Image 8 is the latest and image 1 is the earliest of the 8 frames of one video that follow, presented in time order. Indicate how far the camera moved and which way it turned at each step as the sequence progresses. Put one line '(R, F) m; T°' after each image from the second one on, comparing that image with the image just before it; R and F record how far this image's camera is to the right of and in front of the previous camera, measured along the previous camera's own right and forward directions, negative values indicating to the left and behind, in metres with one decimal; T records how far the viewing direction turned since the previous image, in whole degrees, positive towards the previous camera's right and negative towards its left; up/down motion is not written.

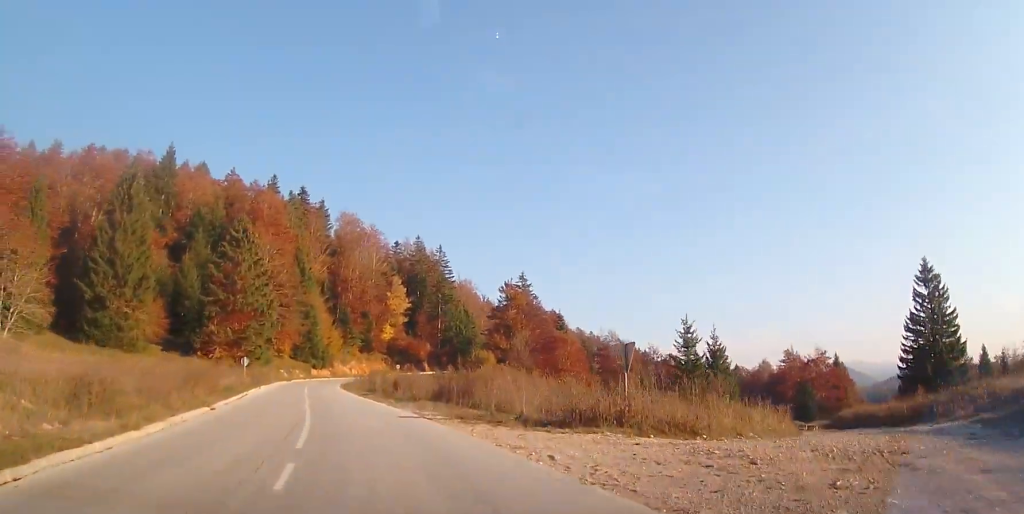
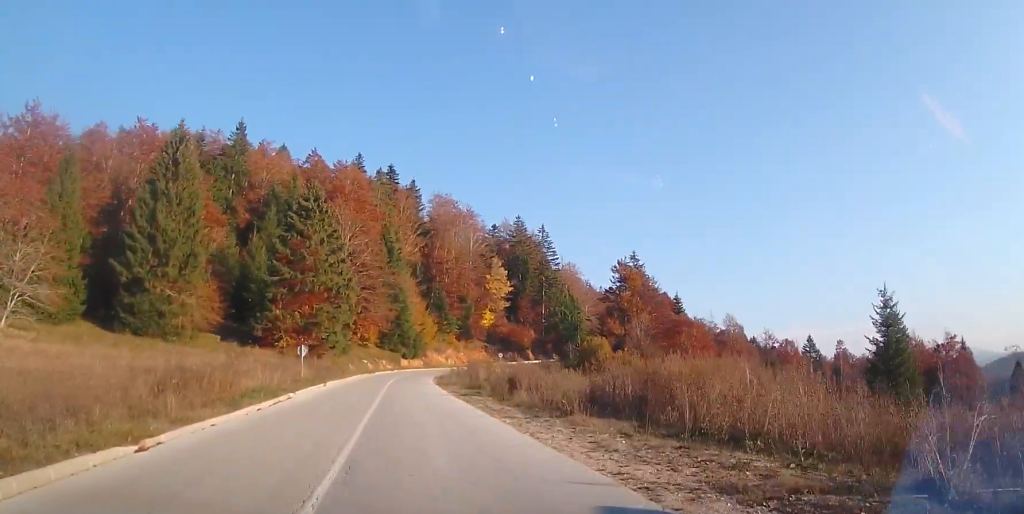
(0.0, +11.3) m; -2°
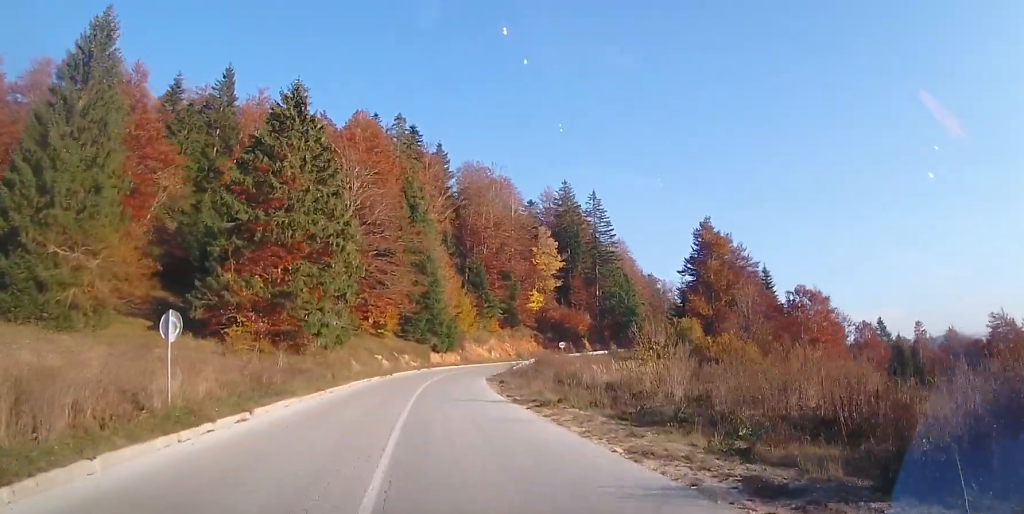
(-0.8, +22.3) m; 0°
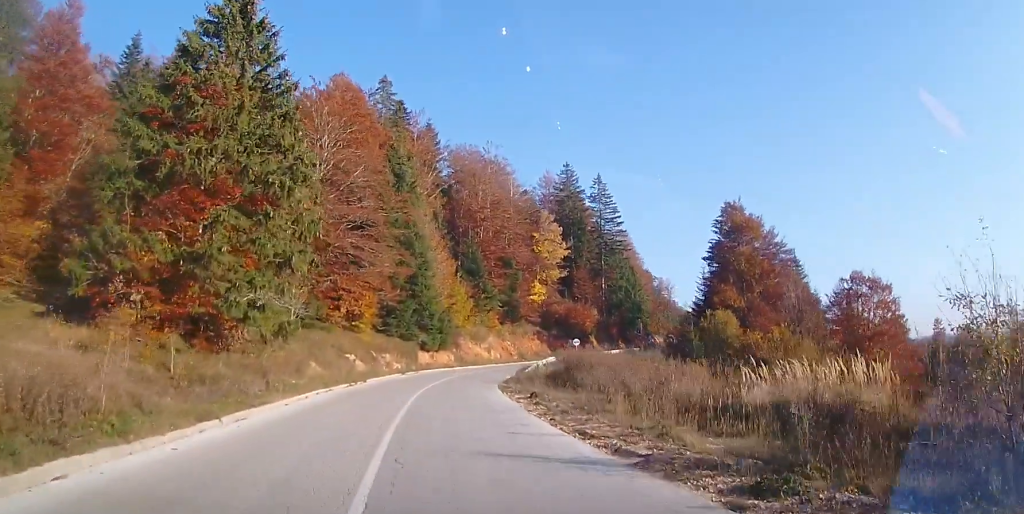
(+0.5, +11.9) m; +2°
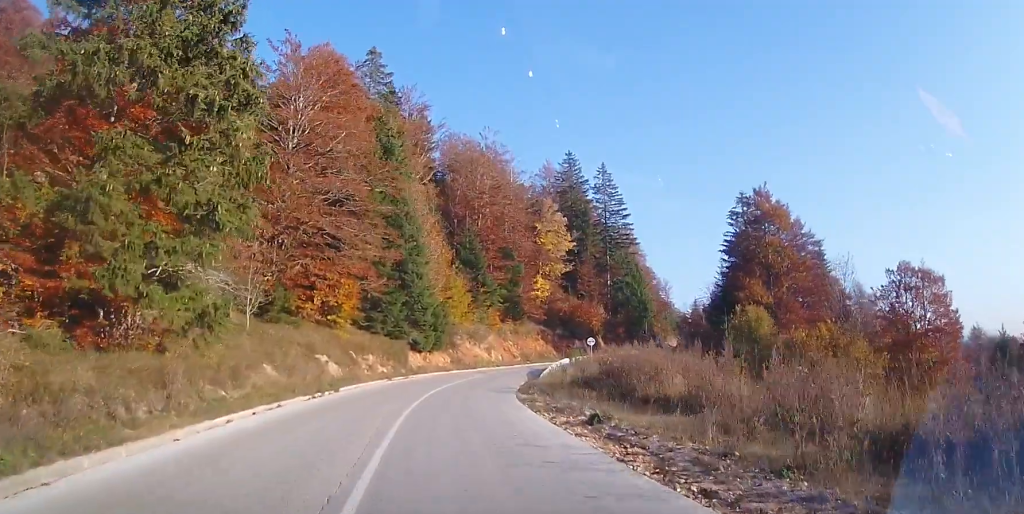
(+0.1, +7.9) m; -1°
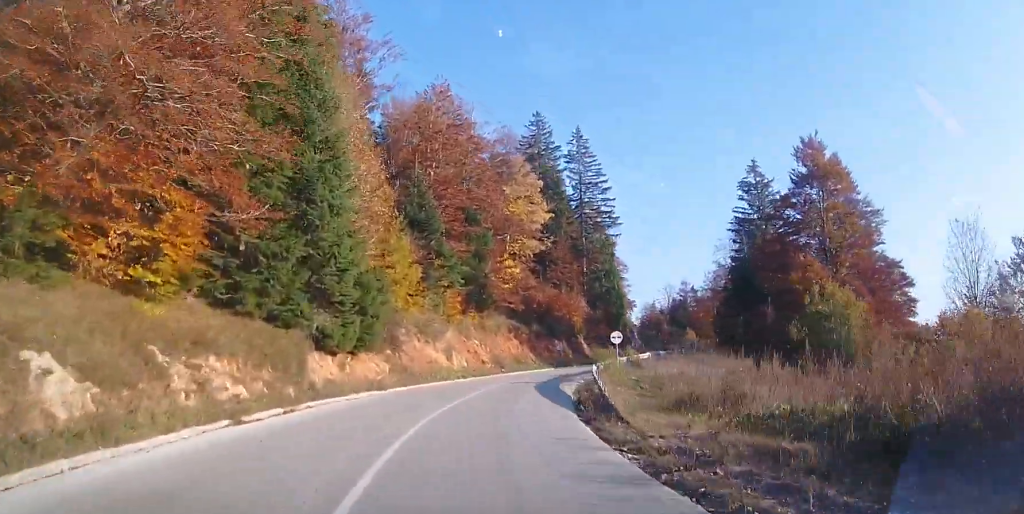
(+0.1, +20.0) m; +9°
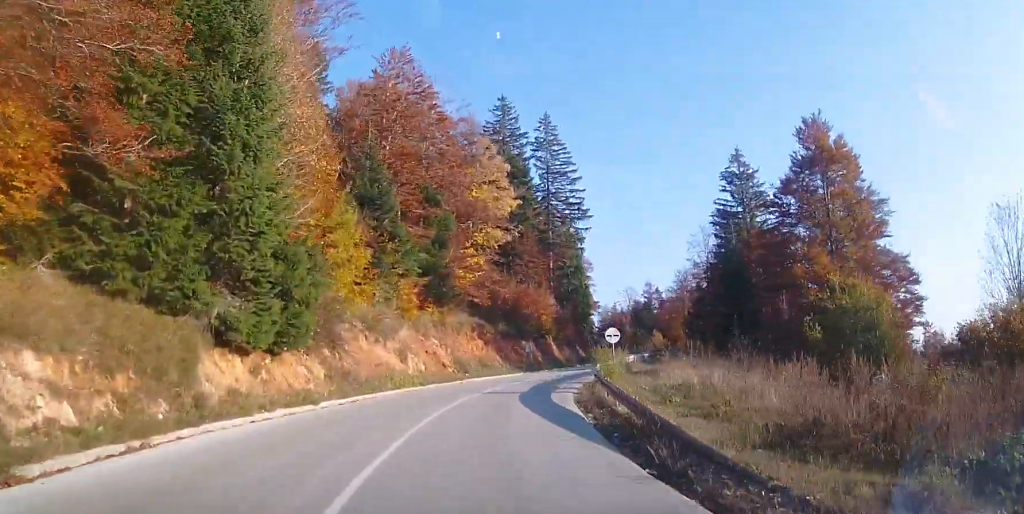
(0.0, +6.4) m; +5°
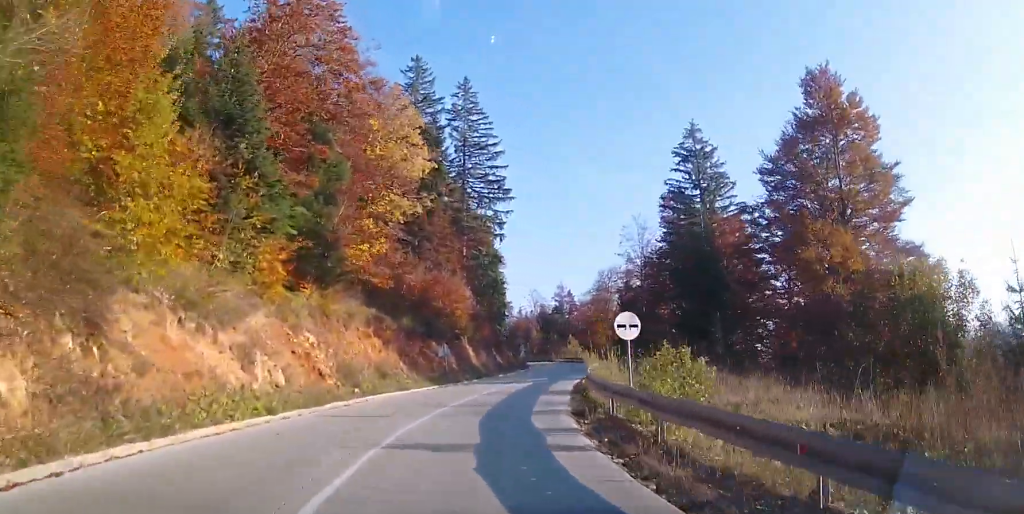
(+1.6, +12.0) m; +8°
